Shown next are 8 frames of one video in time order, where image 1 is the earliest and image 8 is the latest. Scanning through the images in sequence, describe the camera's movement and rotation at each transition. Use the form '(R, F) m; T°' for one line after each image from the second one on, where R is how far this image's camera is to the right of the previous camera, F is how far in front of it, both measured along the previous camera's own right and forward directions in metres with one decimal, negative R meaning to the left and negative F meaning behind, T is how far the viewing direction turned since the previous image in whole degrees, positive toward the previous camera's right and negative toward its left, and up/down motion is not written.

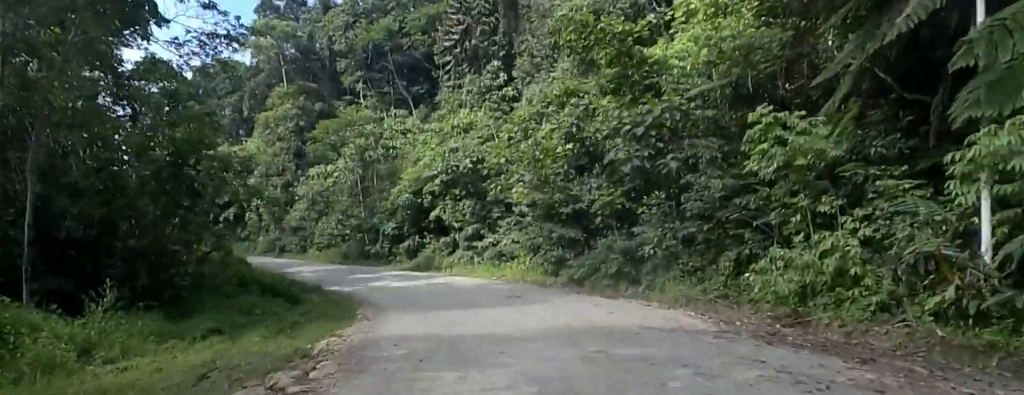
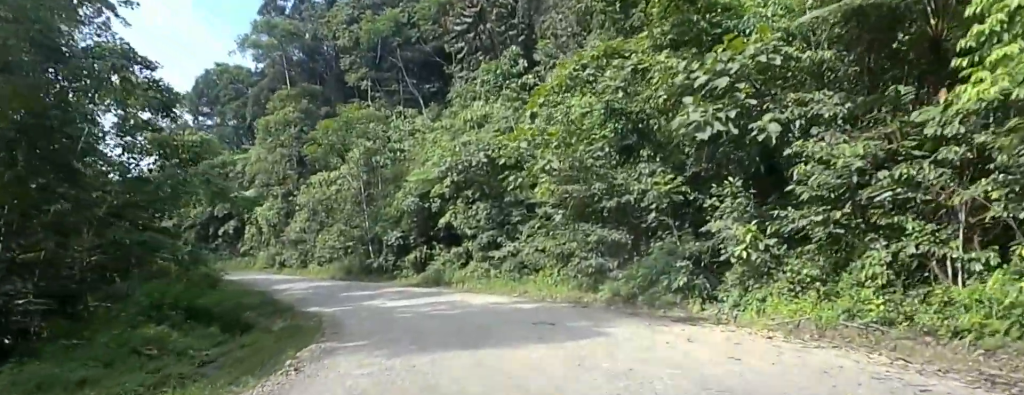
(0.0, +6.8) m; -1°
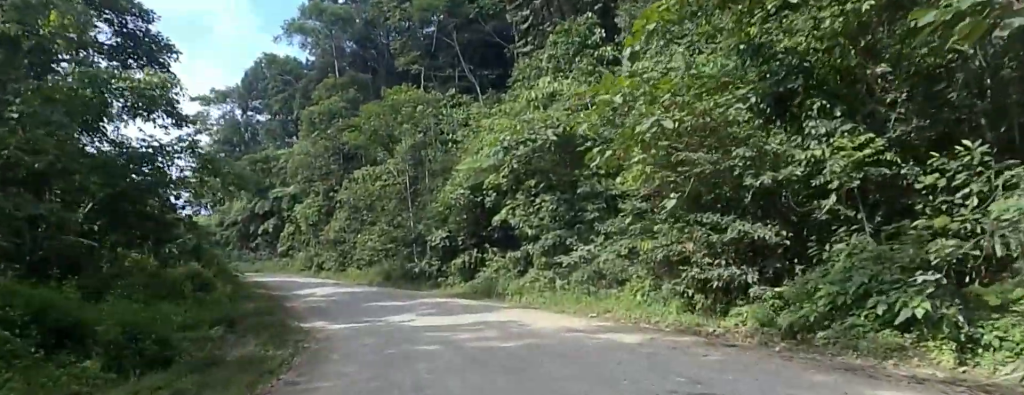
(-0.8, +8.1) m; -14°
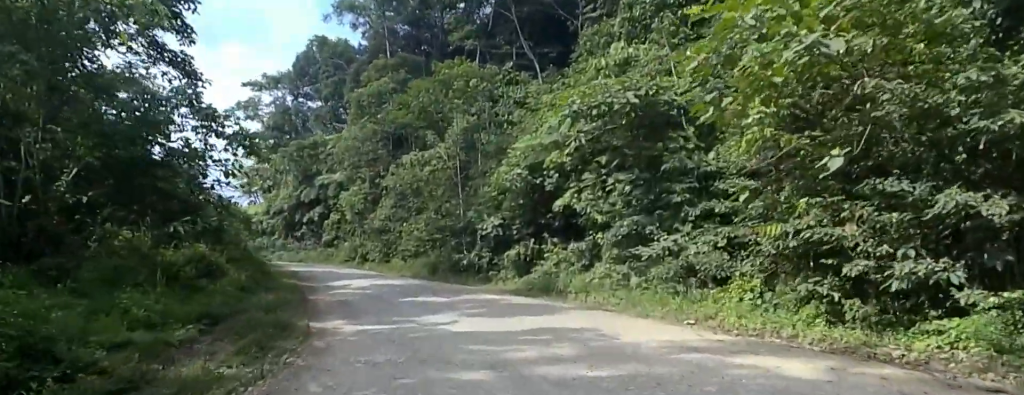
(-0.6, +5.2) m; -6°
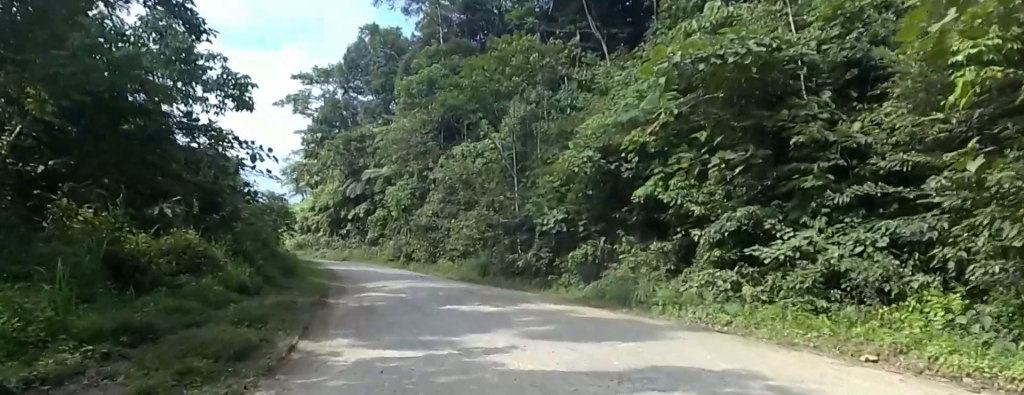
(0.0, +5.8) m; -1°
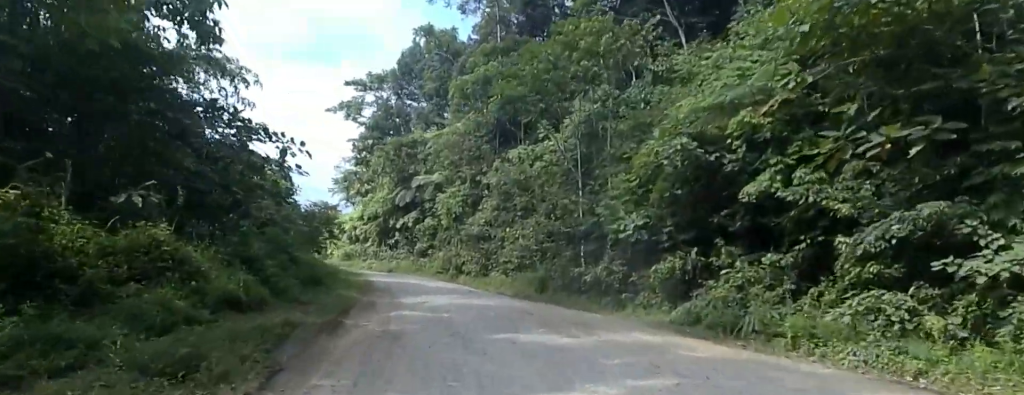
(+0.1, +5.4) m; -7°
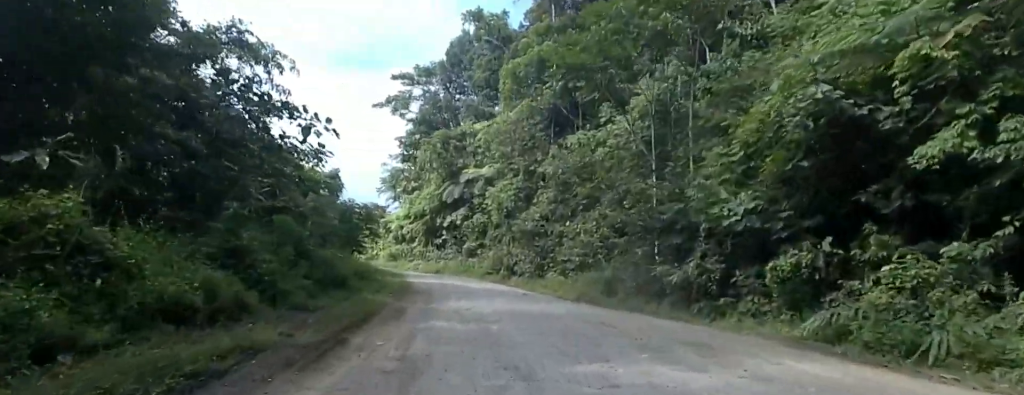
(-0.7, +5.3) m; +3°
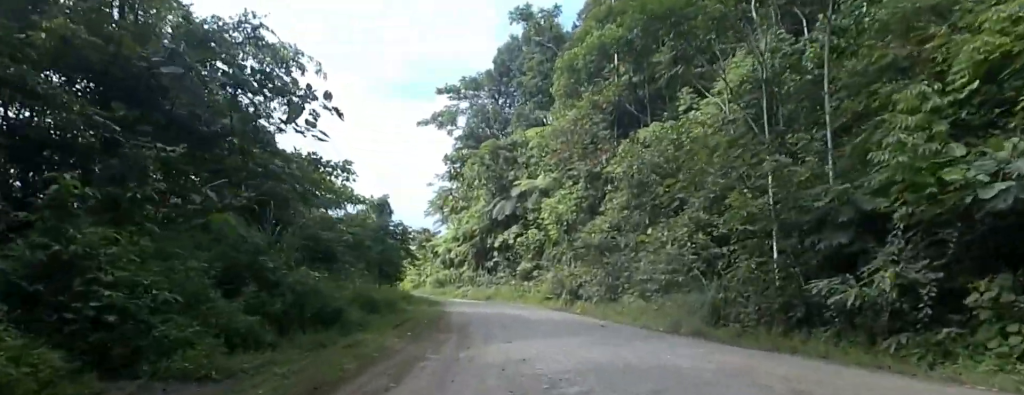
(+1.2, +7.5) m; +1°
